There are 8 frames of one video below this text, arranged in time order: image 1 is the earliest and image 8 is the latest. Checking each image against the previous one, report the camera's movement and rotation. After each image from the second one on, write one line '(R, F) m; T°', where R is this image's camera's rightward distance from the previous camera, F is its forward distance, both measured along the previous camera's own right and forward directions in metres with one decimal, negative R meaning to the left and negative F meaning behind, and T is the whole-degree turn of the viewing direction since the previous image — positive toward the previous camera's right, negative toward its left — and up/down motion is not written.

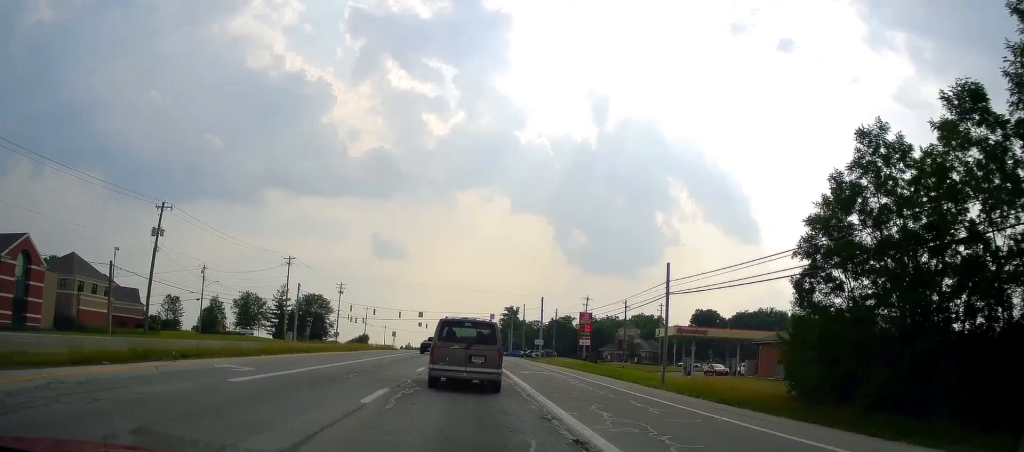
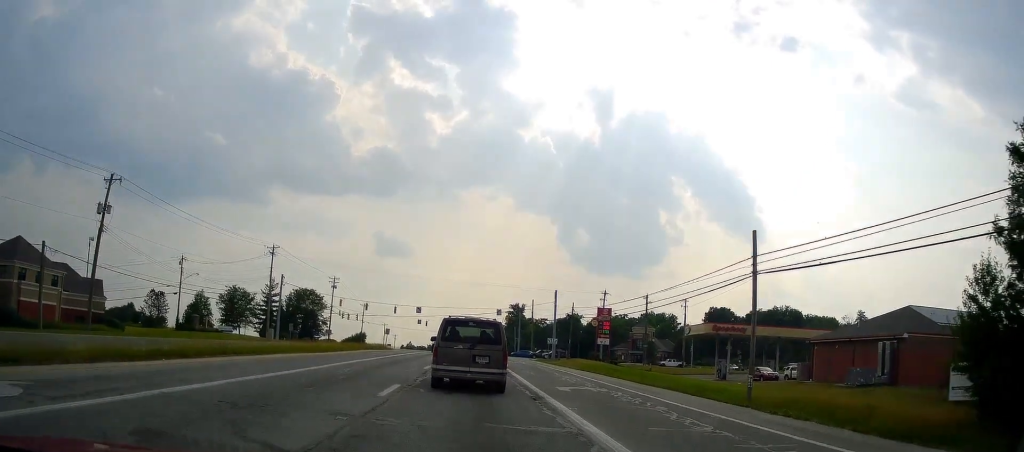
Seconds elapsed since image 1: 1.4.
(-0.2, +11.3) m; -1°
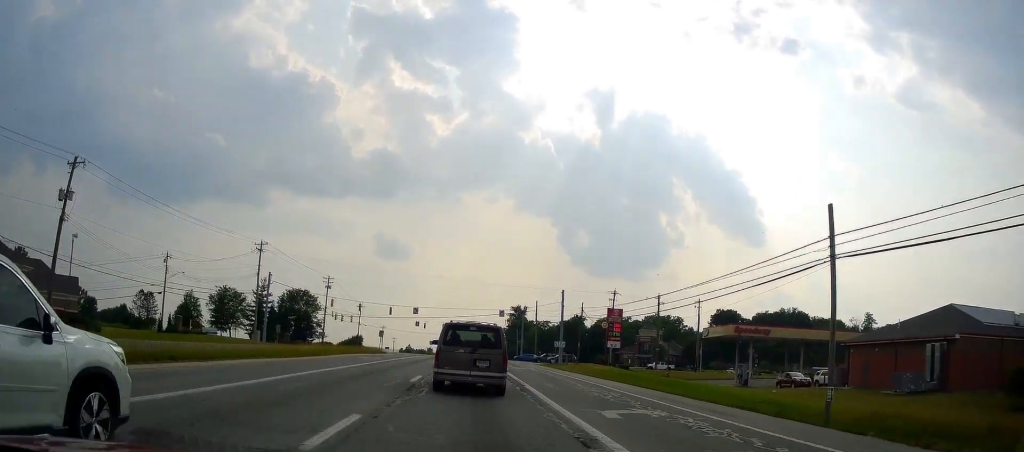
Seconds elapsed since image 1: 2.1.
(+0.1, +6.0) m; +1°
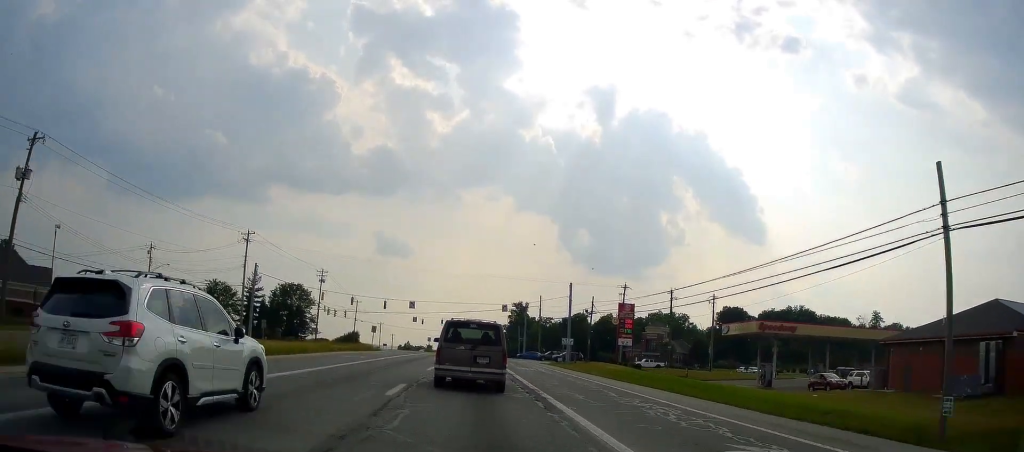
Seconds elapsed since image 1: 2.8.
(+0.1, +5.6) m; +2°
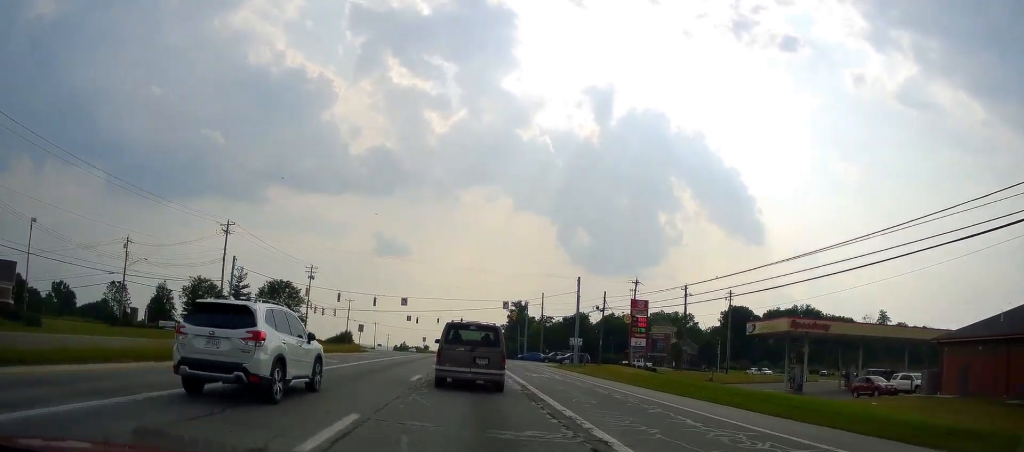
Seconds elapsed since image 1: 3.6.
(+0.1, +6.3) m; +1°
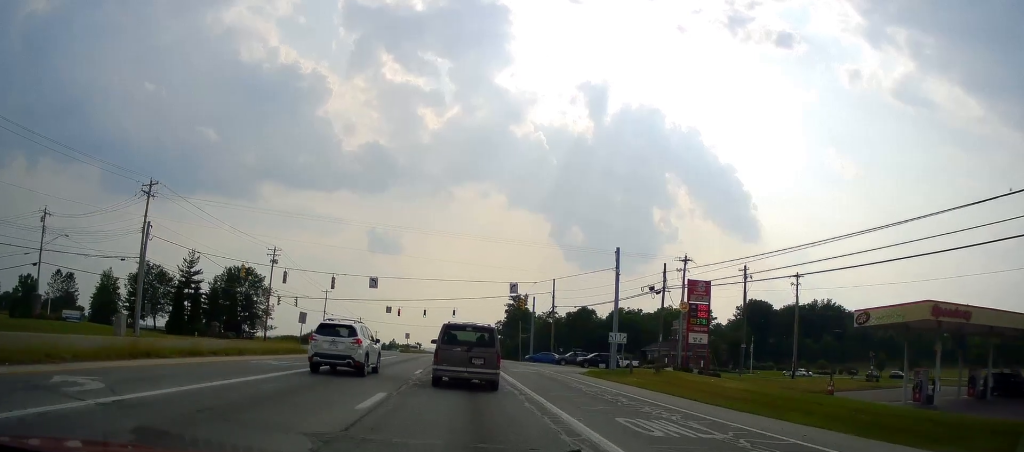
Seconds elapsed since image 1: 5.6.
(-0.8, +18.2) m; -3°
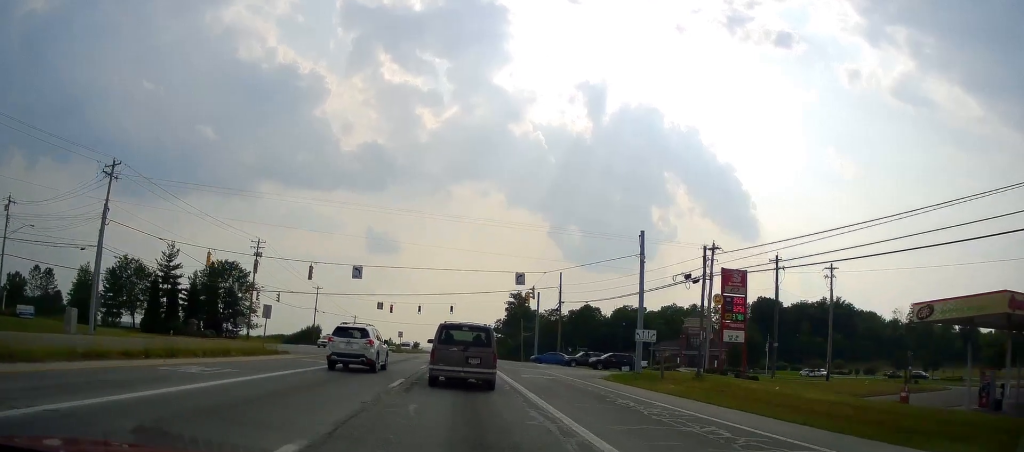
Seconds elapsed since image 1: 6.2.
(+0.2, +6.8) m; 0°
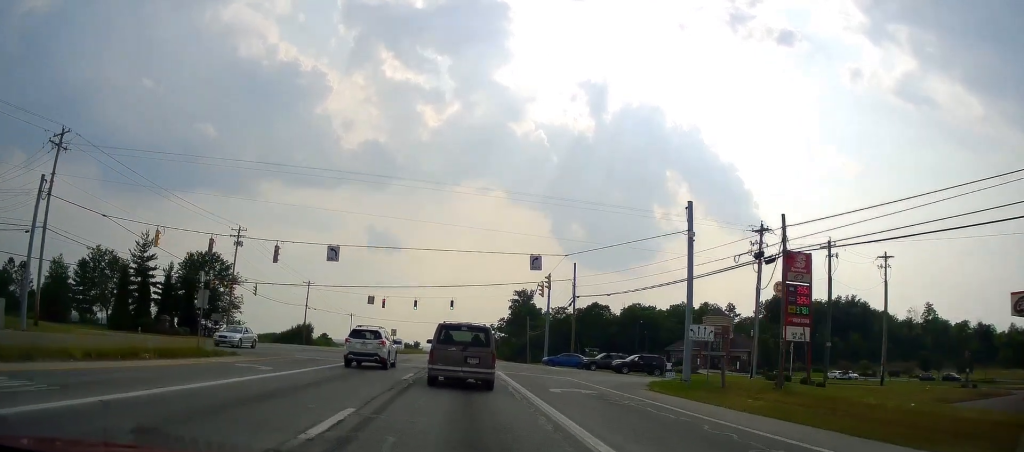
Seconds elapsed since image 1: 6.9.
(0.0, +8.1) m; 0°
